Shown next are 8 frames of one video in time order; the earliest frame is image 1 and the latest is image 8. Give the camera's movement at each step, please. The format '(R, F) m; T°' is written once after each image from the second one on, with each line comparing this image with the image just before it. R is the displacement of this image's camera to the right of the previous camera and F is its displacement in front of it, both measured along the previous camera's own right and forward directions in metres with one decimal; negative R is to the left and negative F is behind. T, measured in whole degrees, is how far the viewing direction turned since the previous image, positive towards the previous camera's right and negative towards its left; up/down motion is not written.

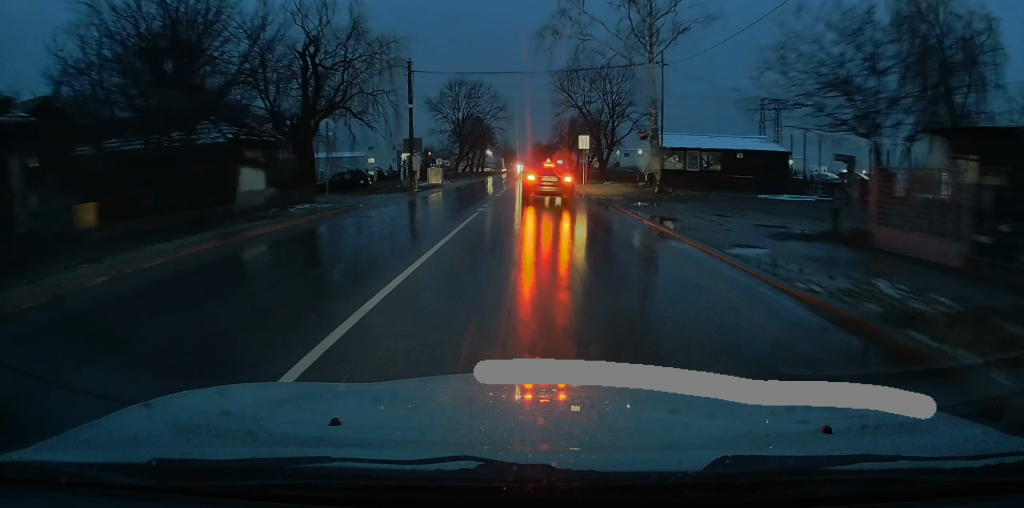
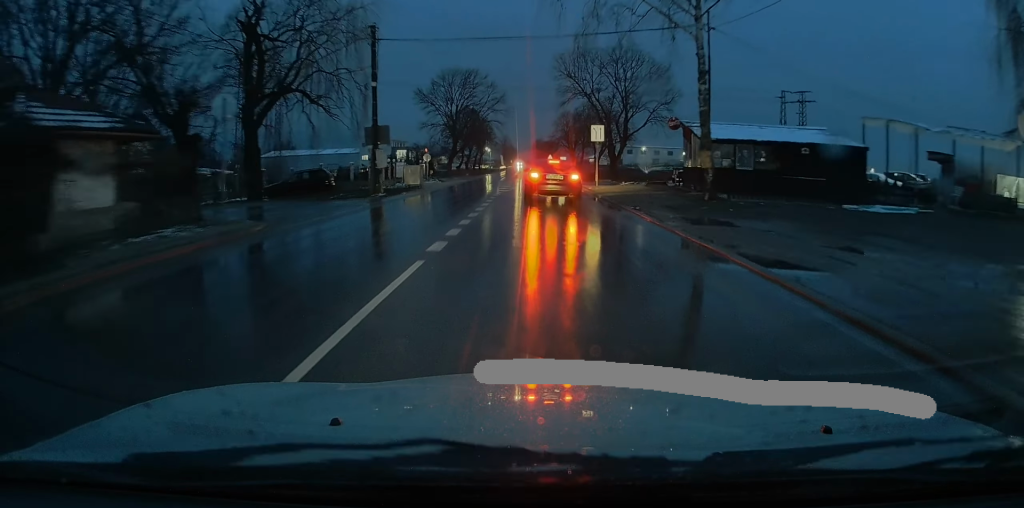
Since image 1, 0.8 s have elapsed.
(-0.1, +8.6) m; 0°
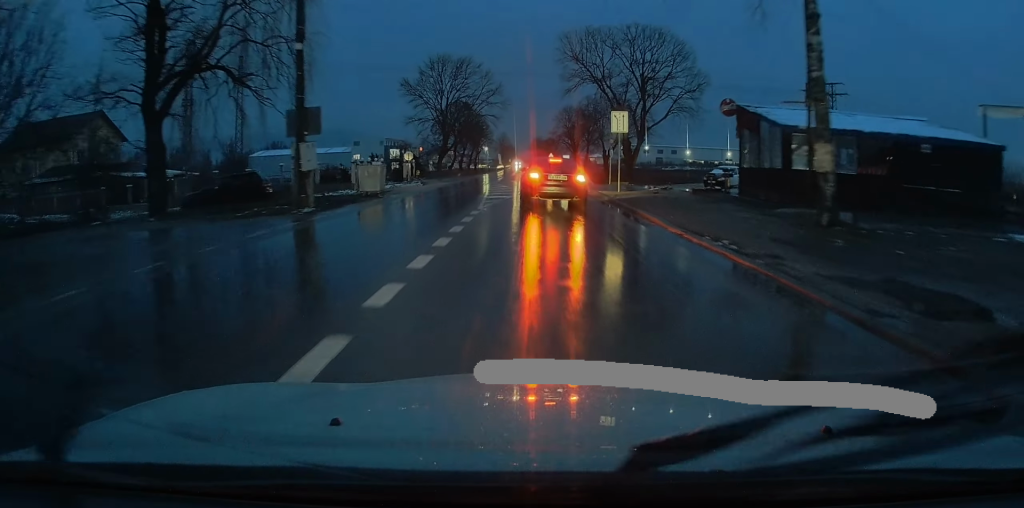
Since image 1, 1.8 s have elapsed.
(0.0, +8.8) m; 0°
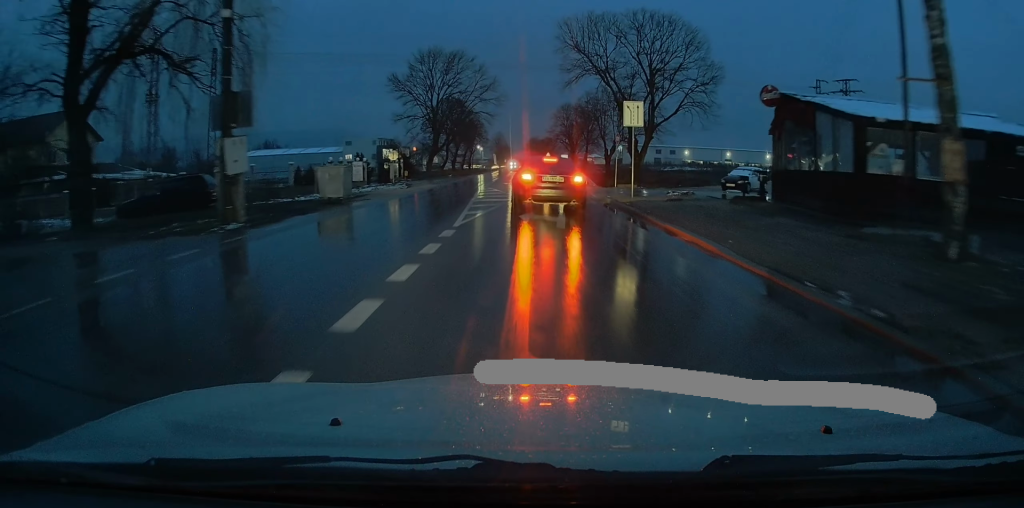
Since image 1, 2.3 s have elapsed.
(0.0, +4.3) m; 0°
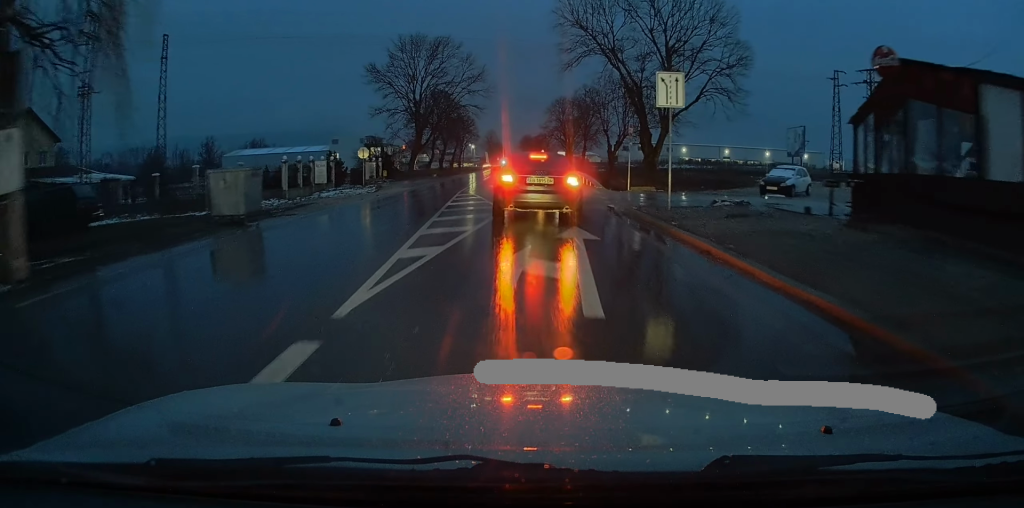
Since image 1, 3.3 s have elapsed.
(-0.1, +6.7) m; +1°
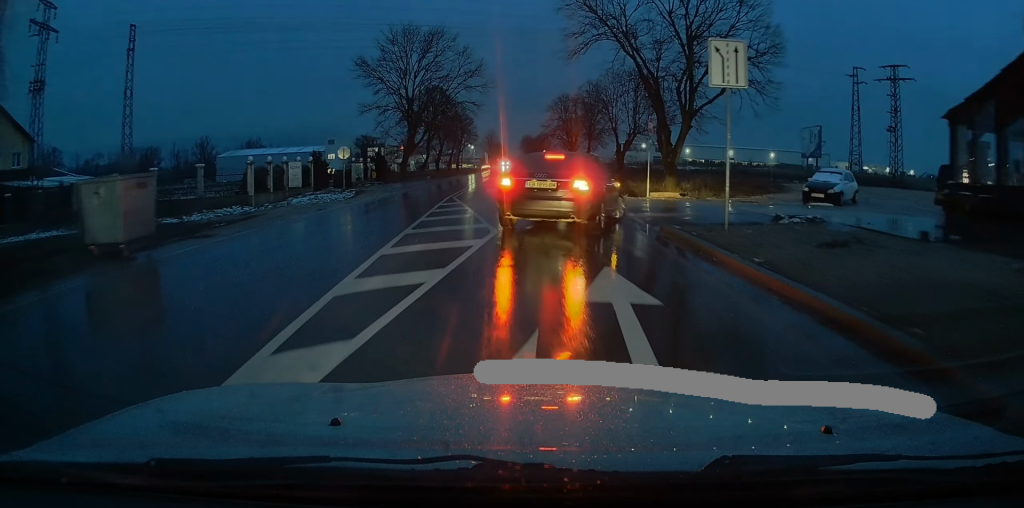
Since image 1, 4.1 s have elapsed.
(+0.1, +4.8) m; +2°
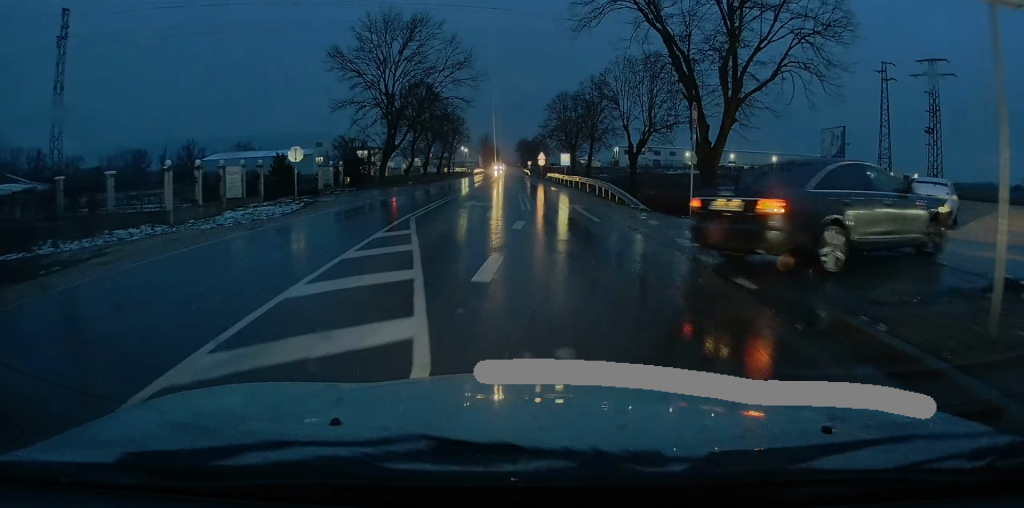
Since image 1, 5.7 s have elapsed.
(+0.1, +7.6) m; +2°
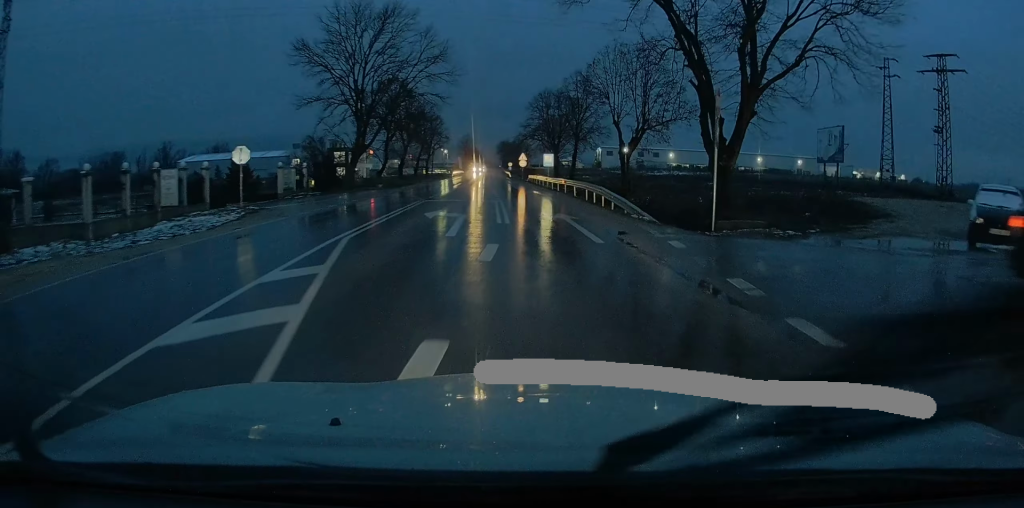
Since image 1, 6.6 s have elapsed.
(+0.1, +4.4) m; +1°
